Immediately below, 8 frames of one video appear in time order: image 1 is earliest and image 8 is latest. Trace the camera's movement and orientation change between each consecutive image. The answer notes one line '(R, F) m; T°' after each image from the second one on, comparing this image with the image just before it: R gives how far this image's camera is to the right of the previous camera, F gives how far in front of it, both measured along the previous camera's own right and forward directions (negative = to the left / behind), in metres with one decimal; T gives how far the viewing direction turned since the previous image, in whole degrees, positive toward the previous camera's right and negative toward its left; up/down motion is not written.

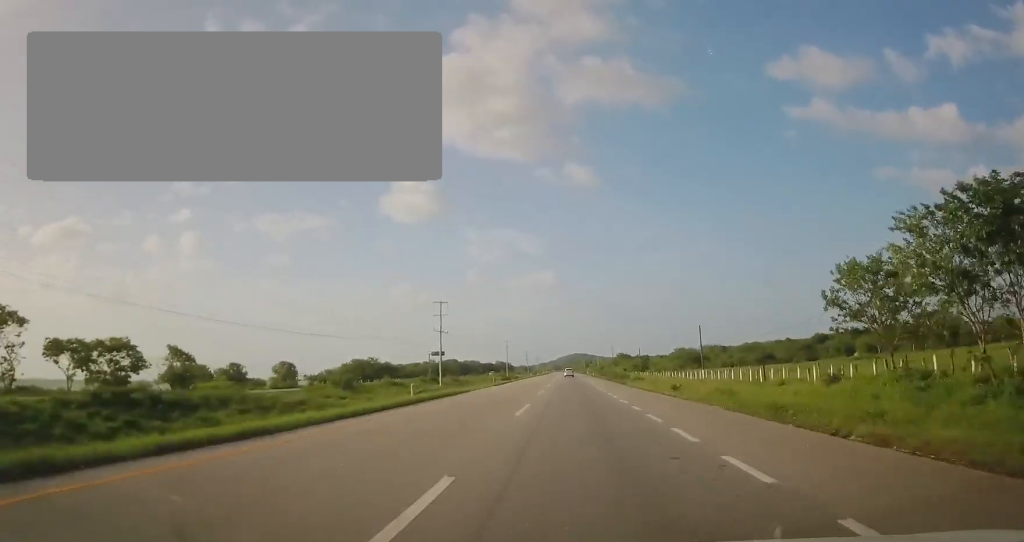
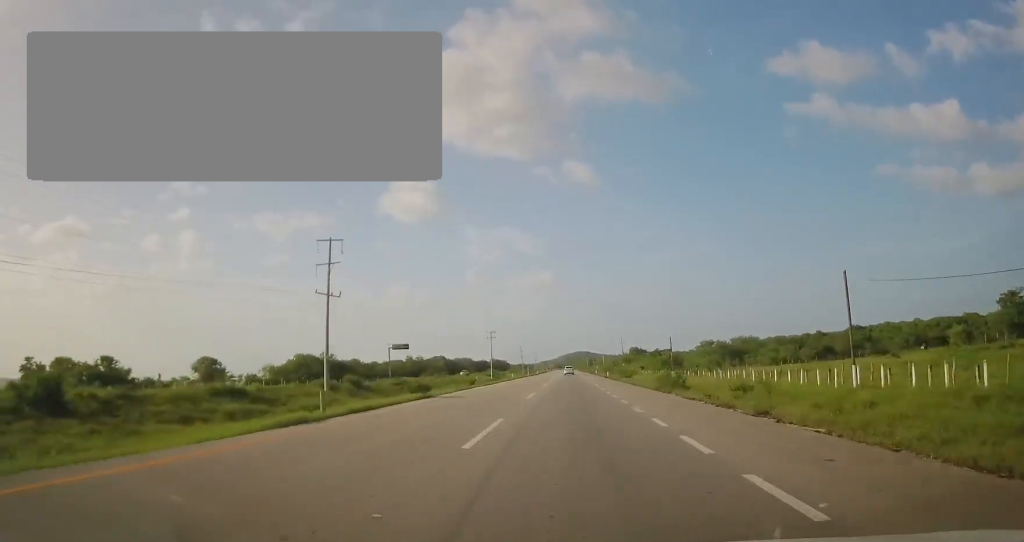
(0.0, +39.6) m; -1°
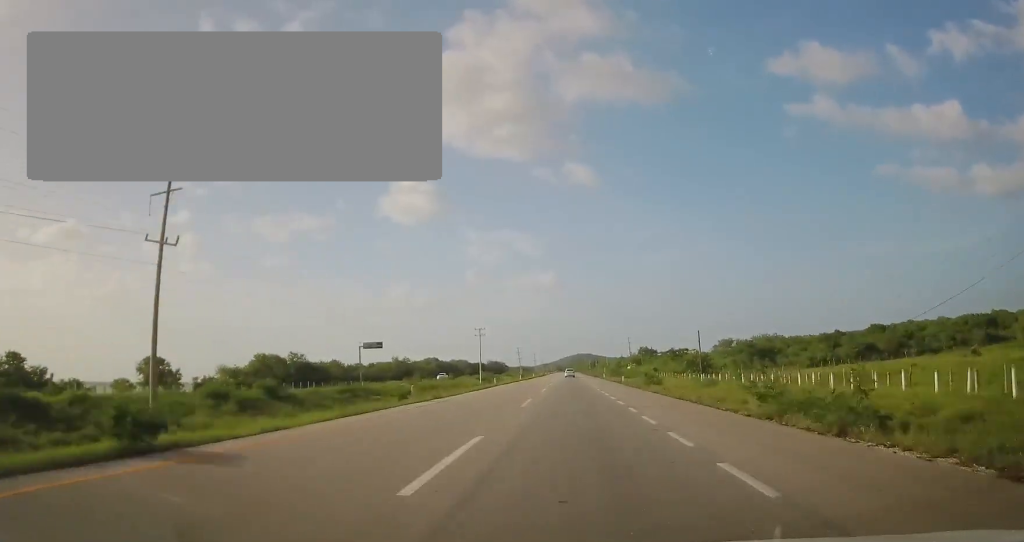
(-0.1, +19.8) m; 0°
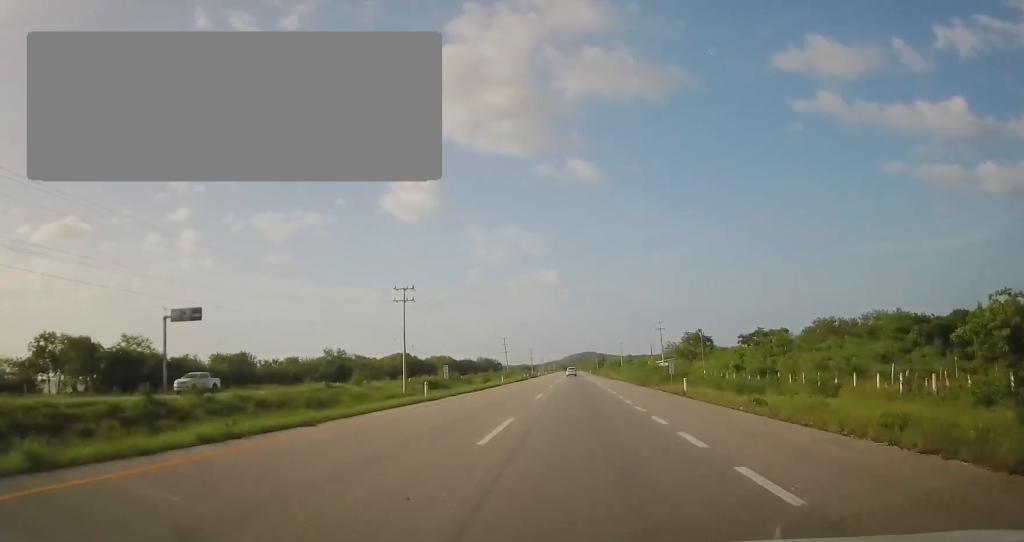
(+0.7, +59.2) m; 0°
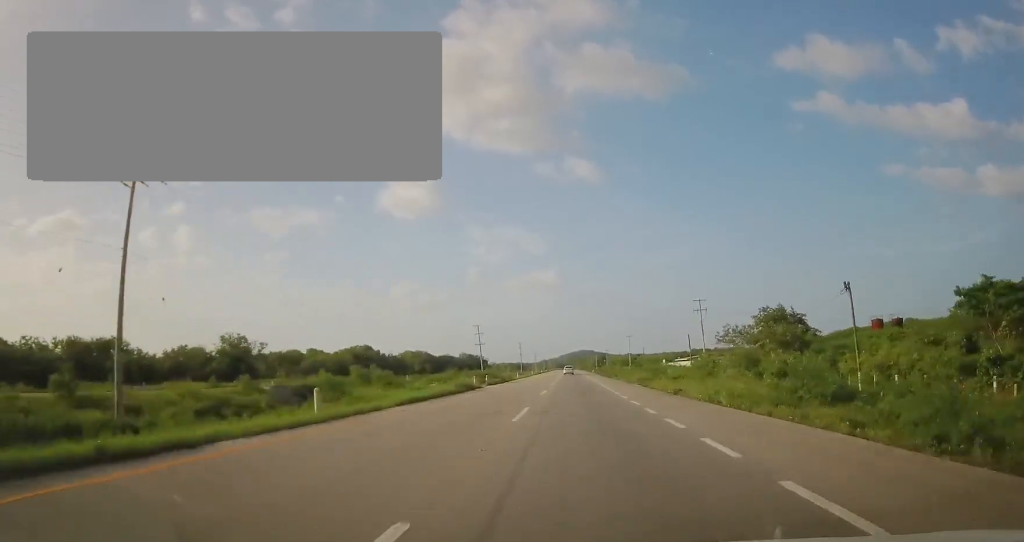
(-0.9, +43.3) m; -1°
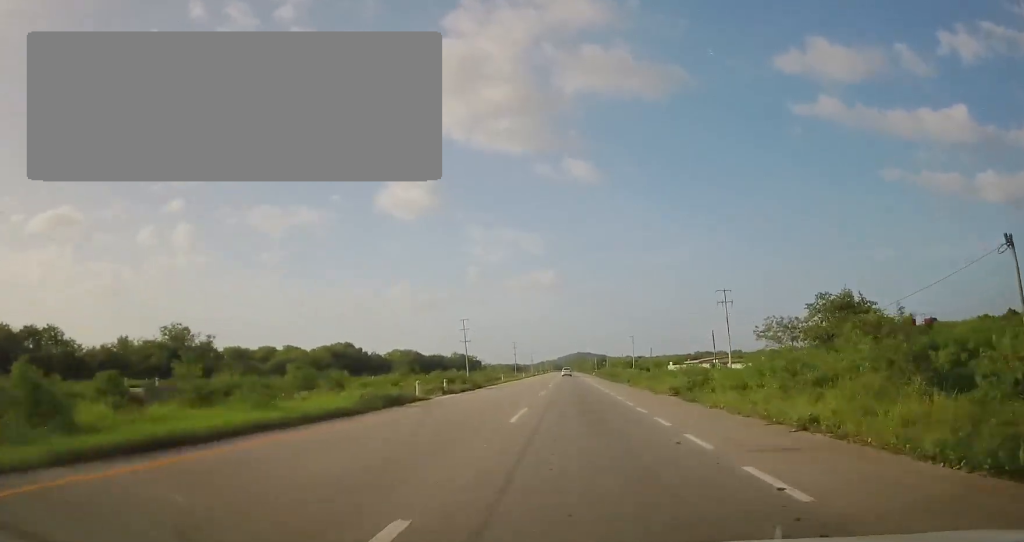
(+0.1, +15.3) m; +1°
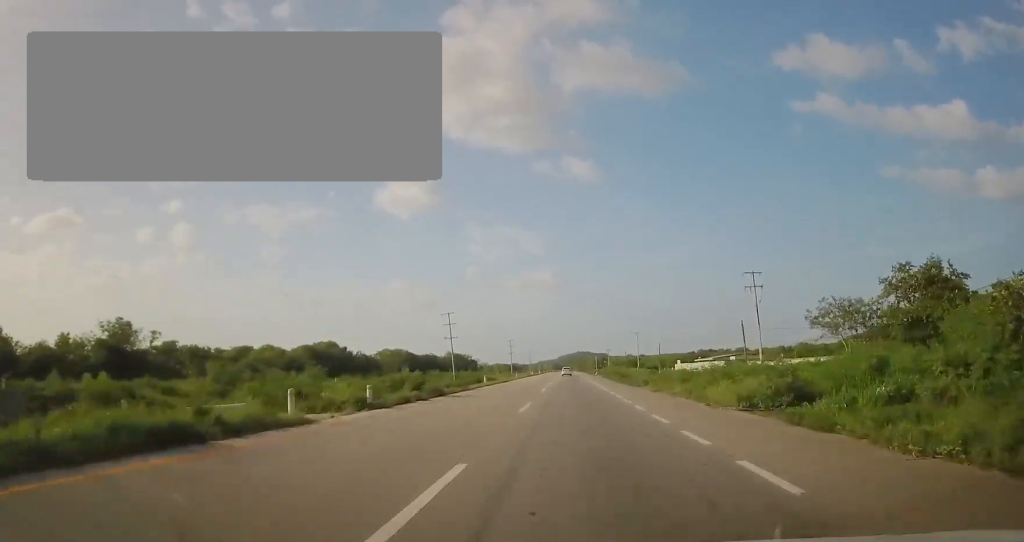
(+0.1, +12.4) m; +1°
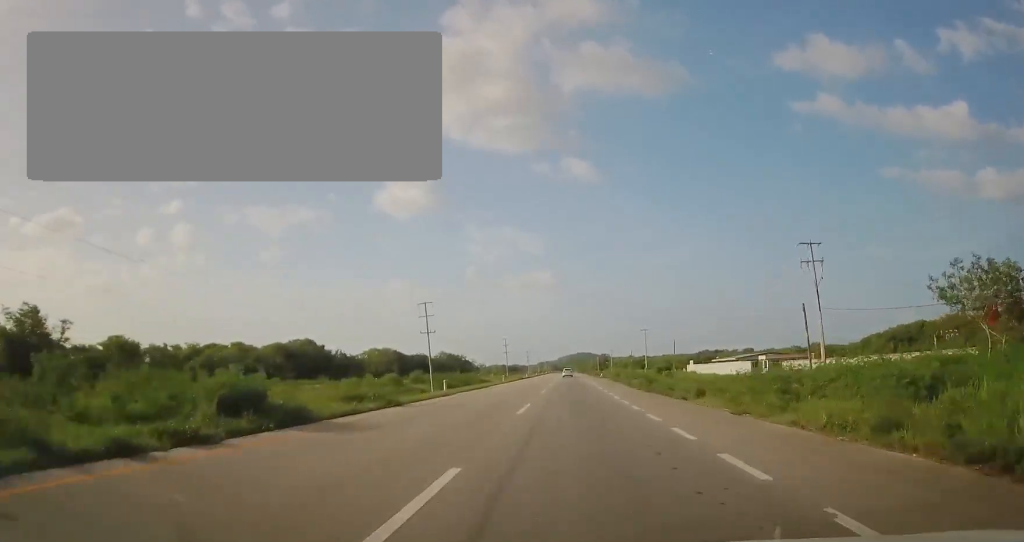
(+0.1, +15.7) m; 0°
